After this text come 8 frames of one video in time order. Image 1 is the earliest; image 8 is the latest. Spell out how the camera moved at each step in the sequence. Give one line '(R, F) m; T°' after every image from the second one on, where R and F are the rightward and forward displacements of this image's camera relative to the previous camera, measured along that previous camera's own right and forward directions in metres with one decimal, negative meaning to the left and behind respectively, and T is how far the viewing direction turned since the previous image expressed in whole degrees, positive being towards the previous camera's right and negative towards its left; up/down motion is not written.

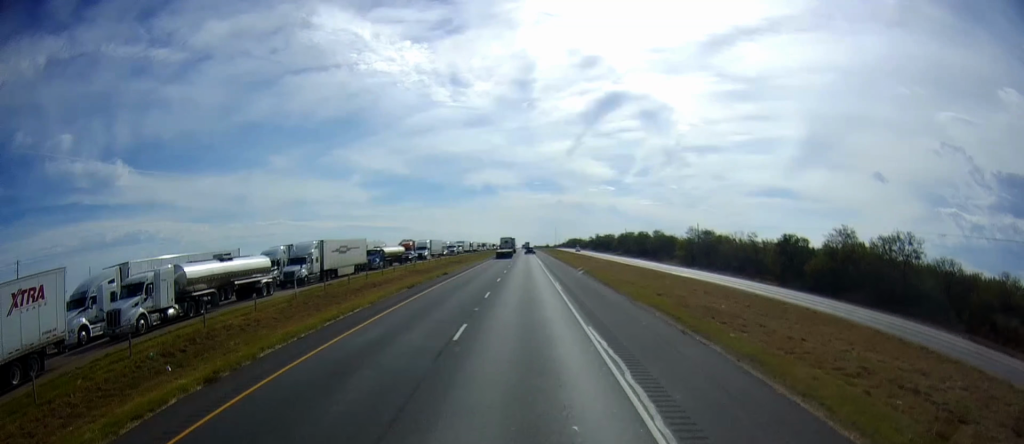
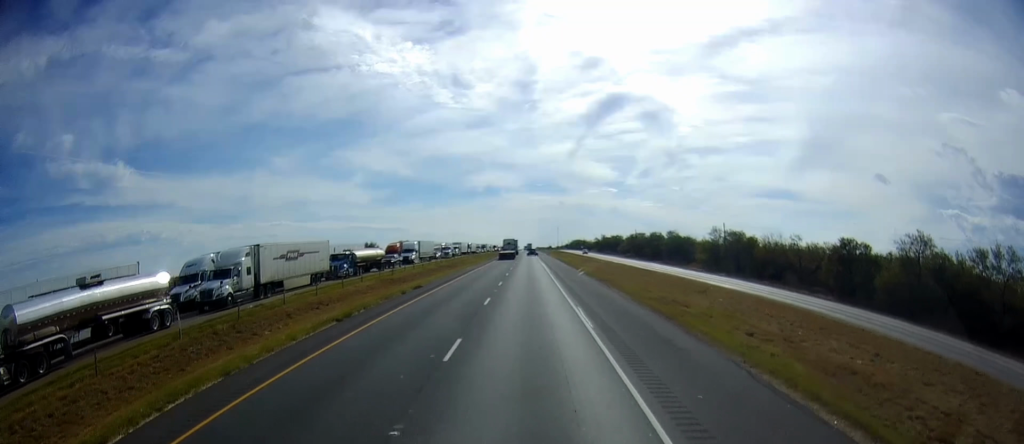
(+0.1, +14.7) m; 0°
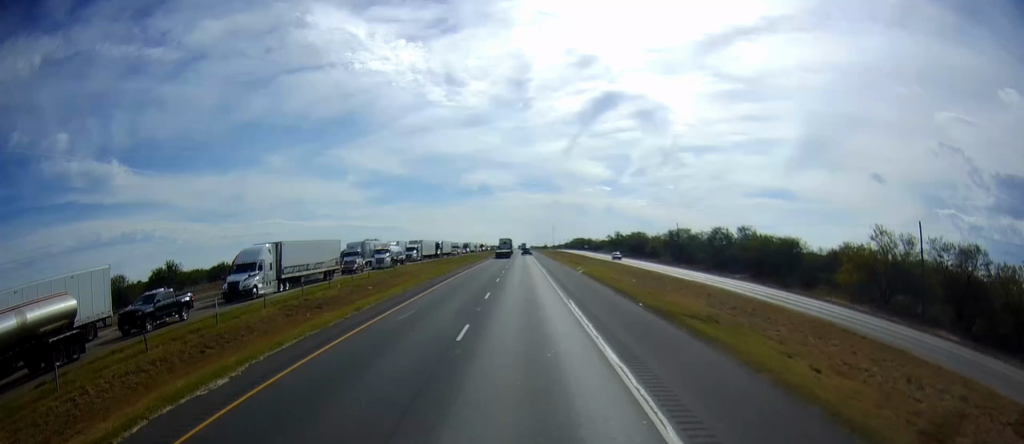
(+0.5, +57.3) m; +1°
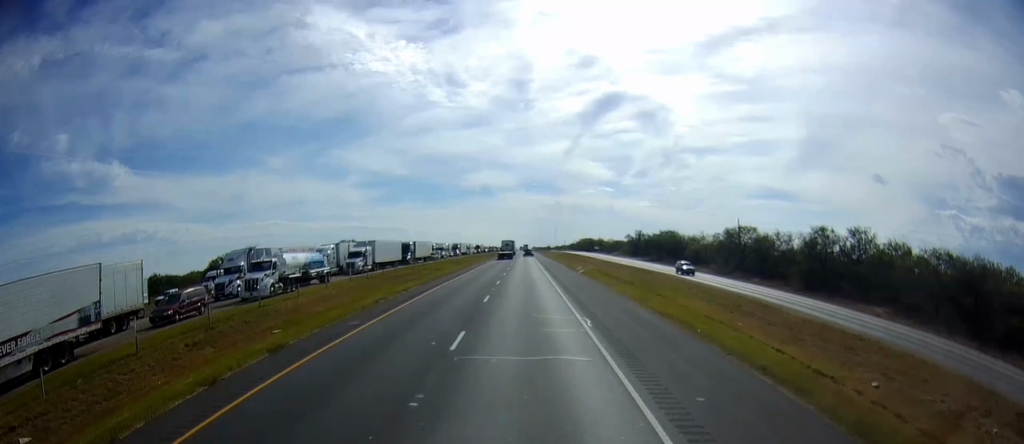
(0.0, +37.5) m; -2°
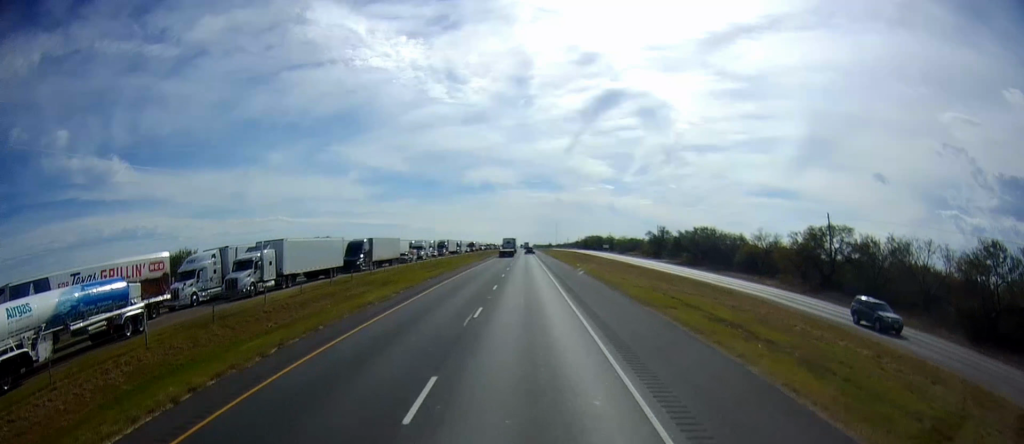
(-0.9, +29.9) m; -1°
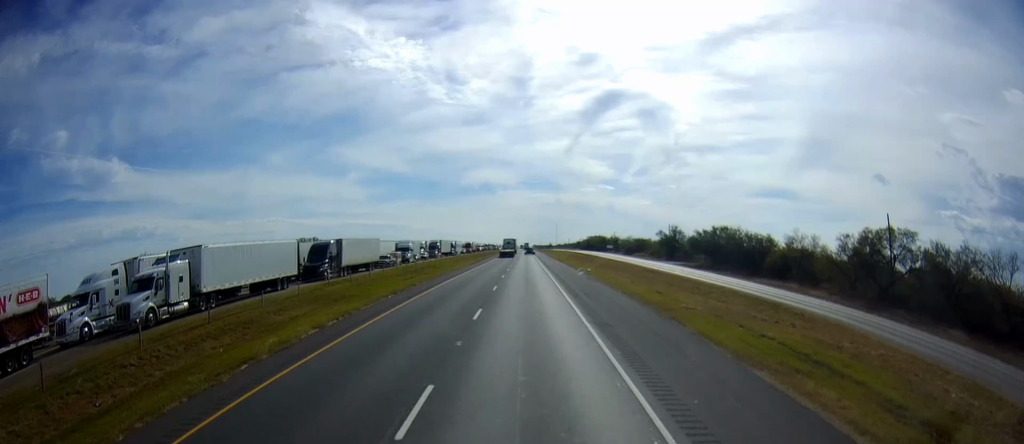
(-0.1, +12.7) m; 0°
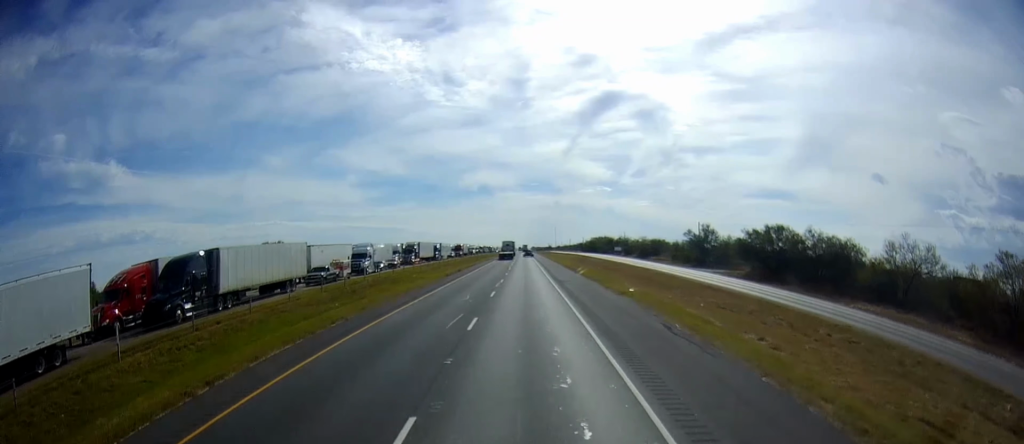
(+0.7, +25.9) m; +2°
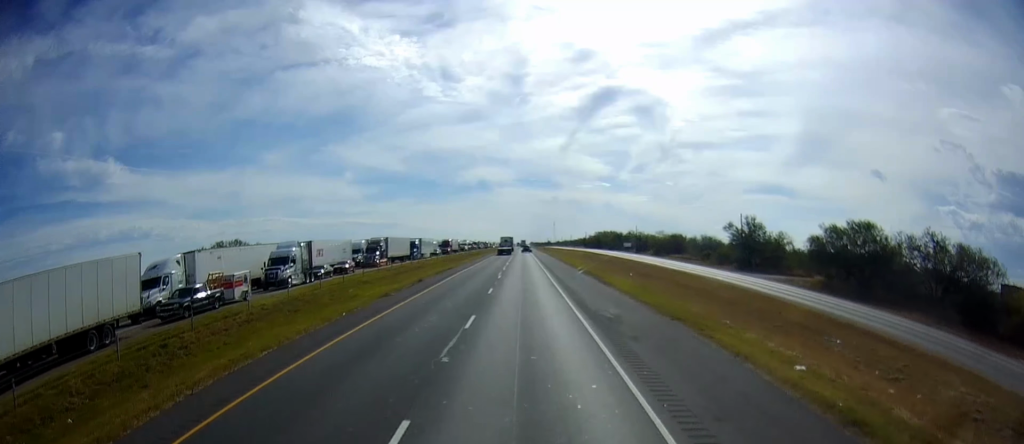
(+0.1, +24.3) m; +1°
